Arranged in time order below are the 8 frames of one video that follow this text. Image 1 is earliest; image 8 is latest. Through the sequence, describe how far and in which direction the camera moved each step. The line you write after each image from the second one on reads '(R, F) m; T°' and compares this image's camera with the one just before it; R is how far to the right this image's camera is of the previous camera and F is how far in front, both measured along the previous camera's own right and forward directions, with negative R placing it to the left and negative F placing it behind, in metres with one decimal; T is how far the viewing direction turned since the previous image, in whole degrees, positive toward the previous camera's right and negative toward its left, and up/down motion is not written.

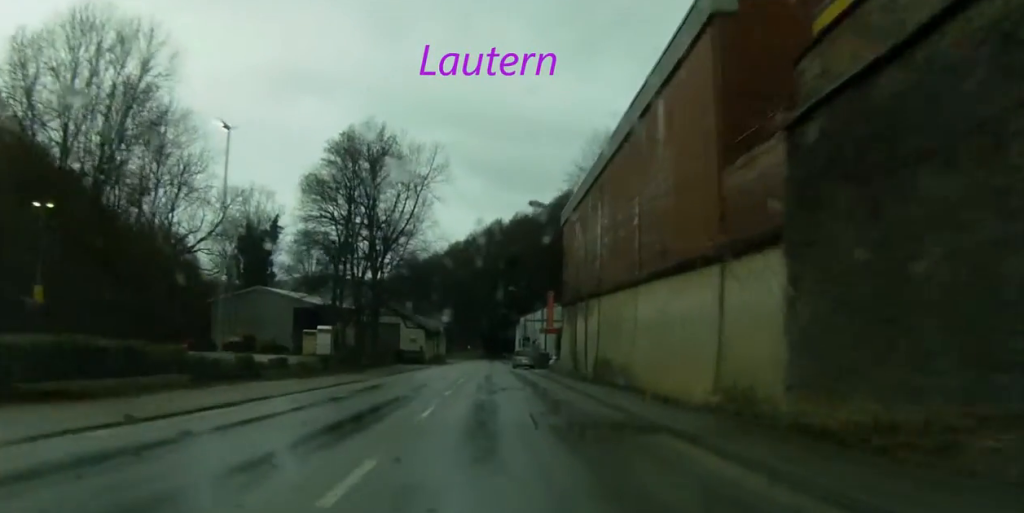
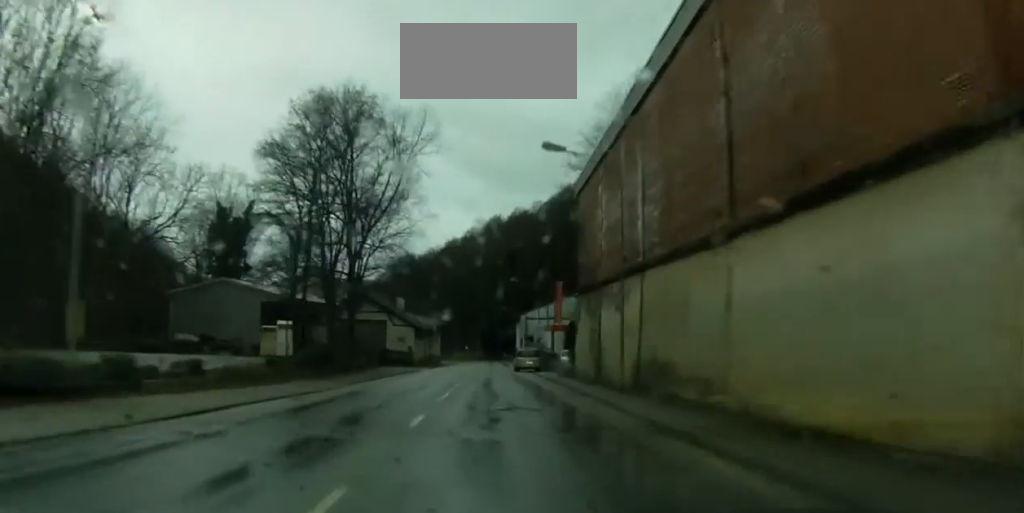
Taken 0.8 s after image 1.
(0.0, +11.4) m; 0°
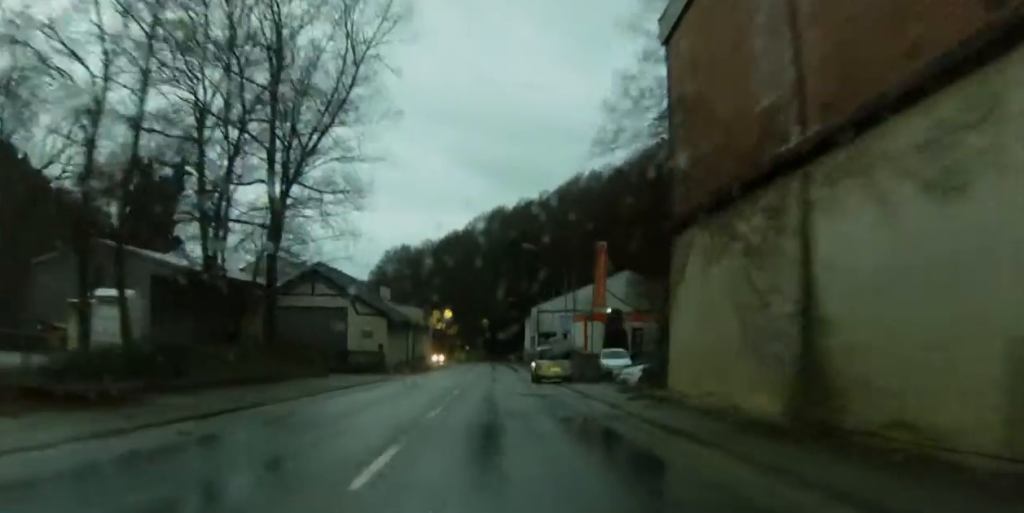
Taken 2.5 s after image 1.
(-0.1, +23.6) m; +1°
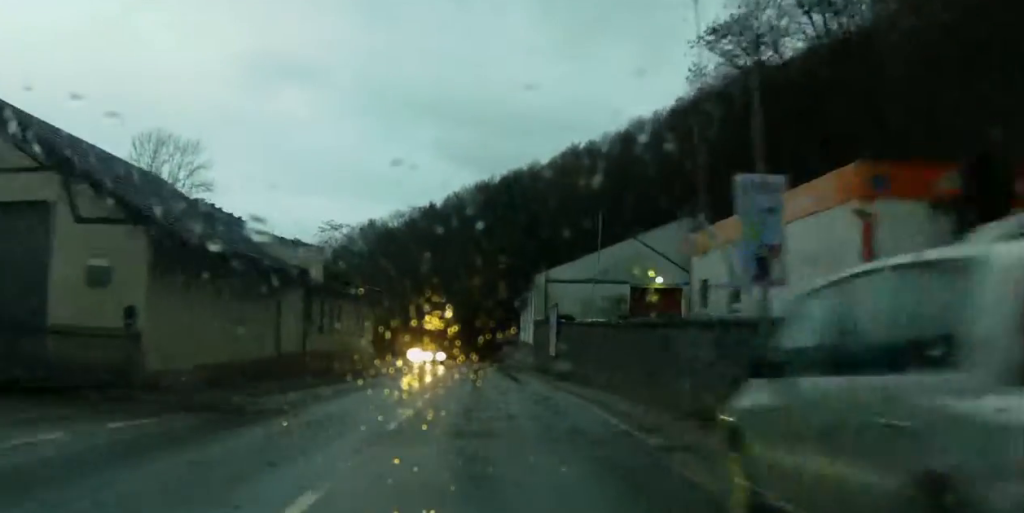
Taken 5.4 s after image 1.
(+0.6, +38.3) m; +1°
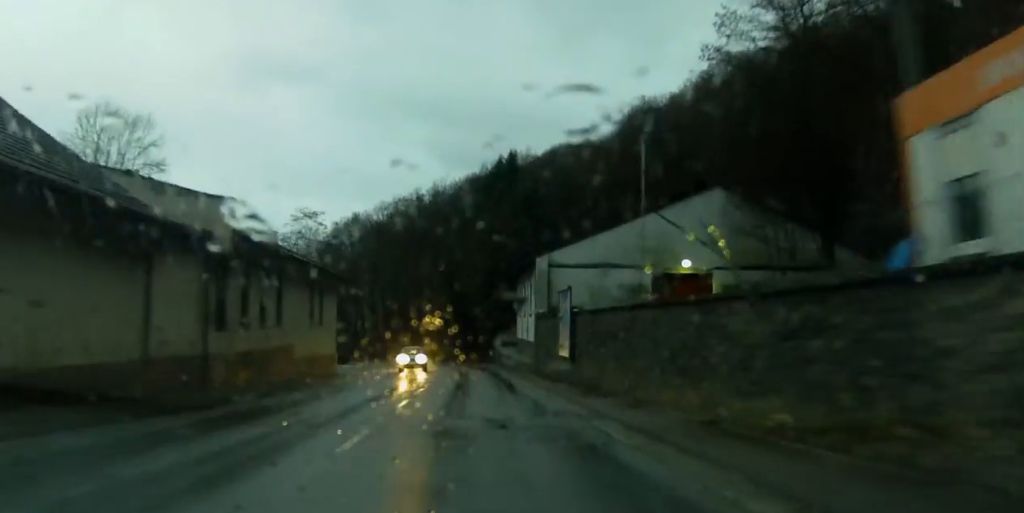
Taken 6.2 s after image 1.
(0.0, +11.9) m; 0°
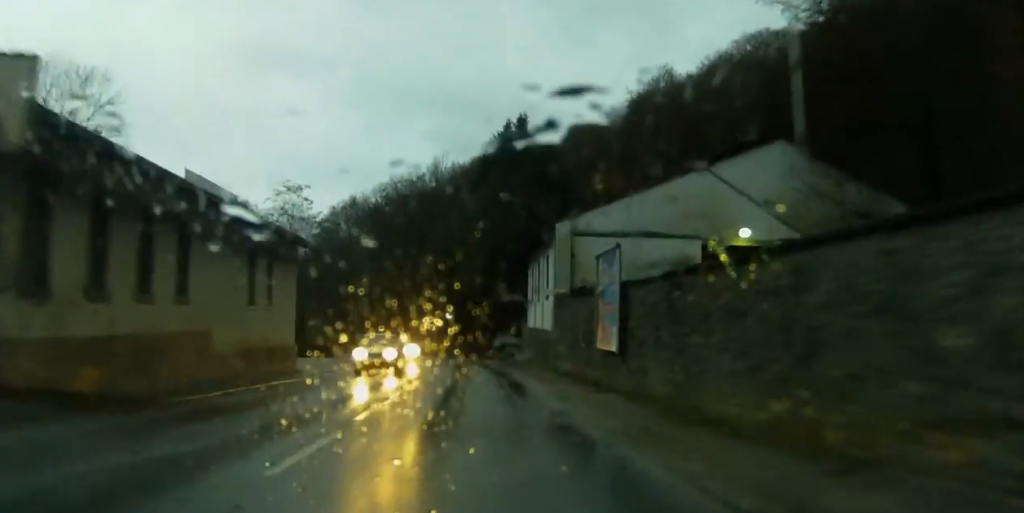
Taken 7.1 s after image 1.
(0.0, +12.6) m; 0°
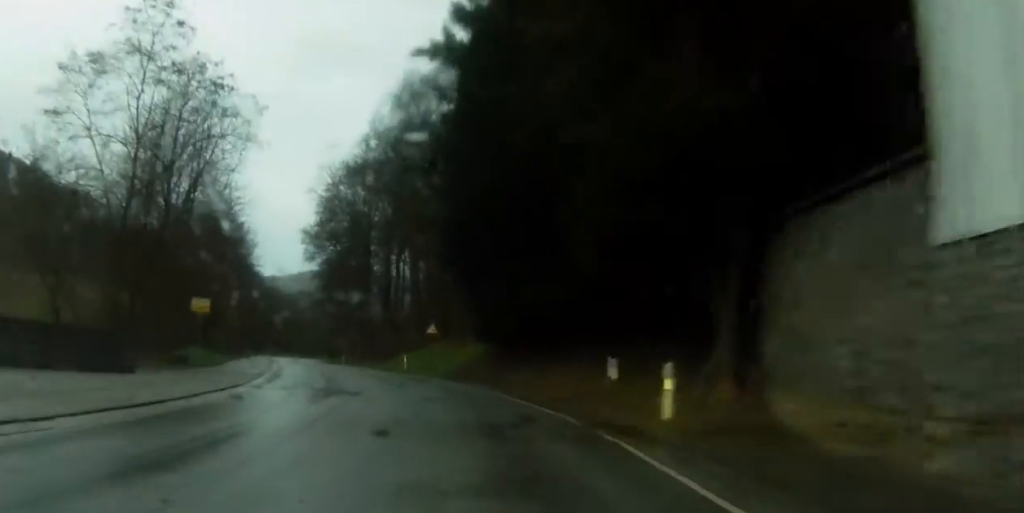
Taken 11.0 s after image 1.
(-3.8, +56.8) m; -8°
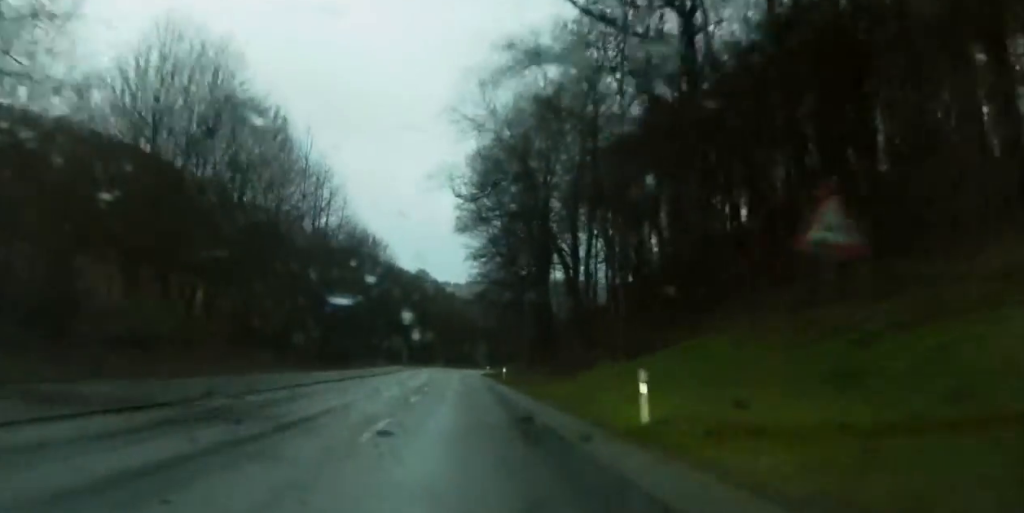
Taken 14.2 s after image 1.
(+1.4, +41.8) m; +2°
